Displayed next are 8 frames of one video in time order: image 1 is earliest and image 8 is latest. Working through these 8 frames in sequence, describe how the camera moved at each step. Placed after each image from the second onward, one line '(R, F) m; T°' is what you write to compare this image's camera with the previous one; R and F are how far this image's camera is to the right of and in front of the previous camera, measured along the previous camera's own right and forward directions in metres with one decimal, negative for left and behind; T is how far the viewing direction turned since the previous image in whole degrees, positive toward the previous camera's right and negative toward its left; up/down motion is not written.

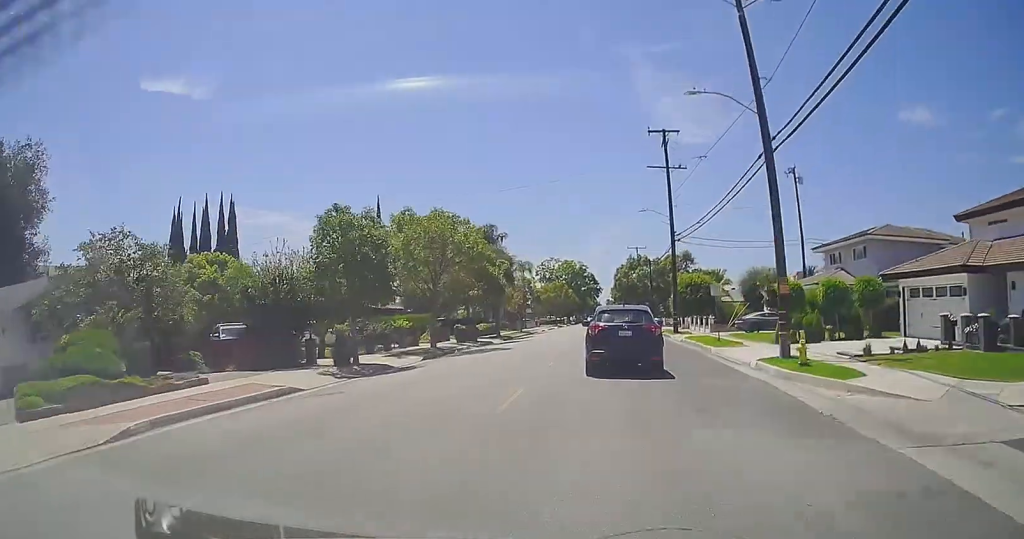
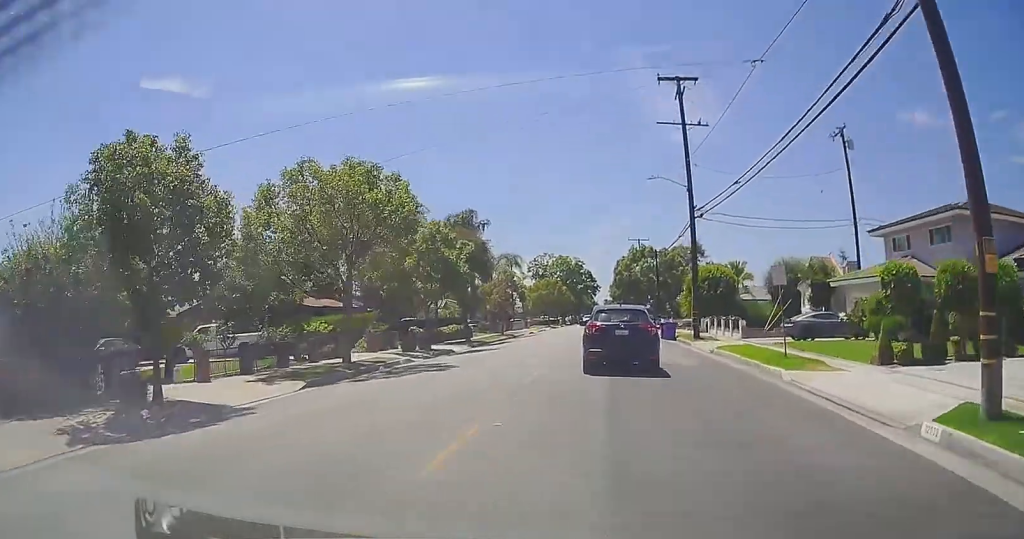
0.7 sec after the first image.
(+0.2, +11.5) m; -1°
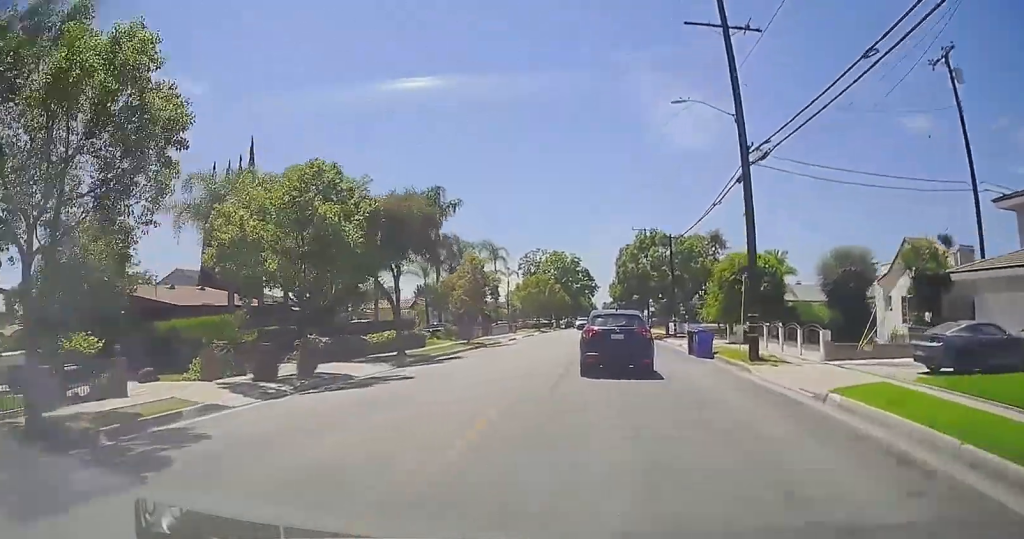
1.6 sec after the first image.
(-0.4, +13.9) m; 0°
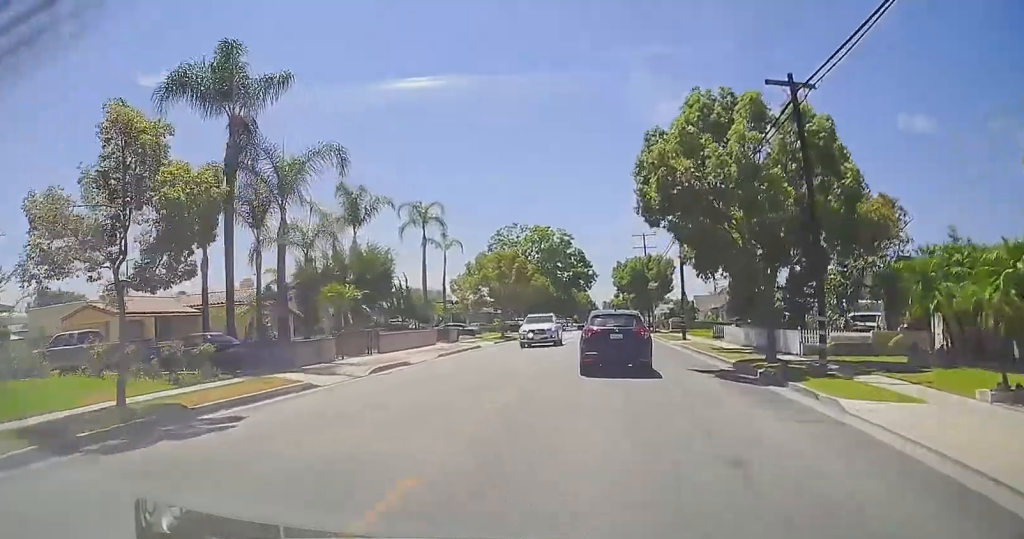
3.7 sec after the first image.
(+0.6, +32.6) m; +1°
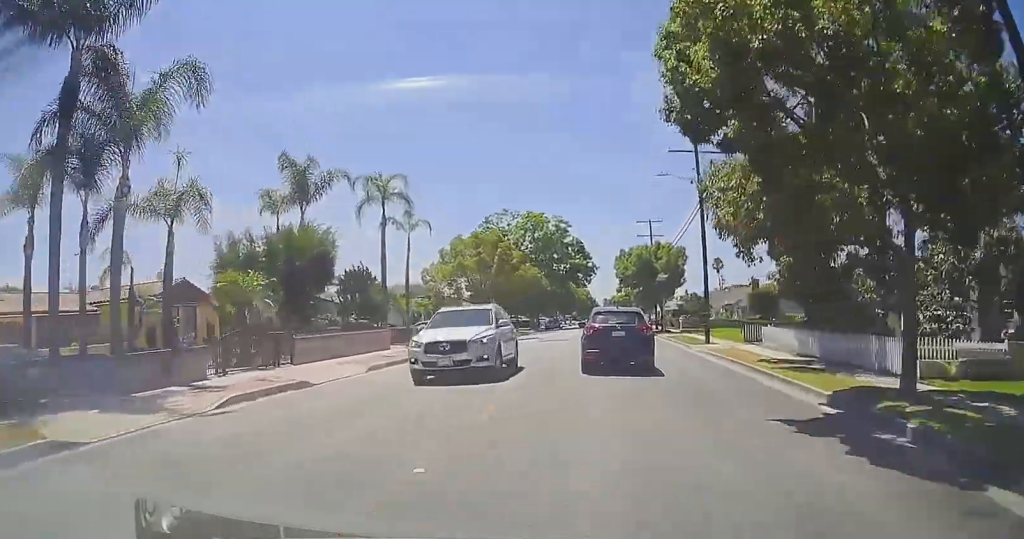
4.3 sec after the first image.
(0.0, +9.7) m; 0°
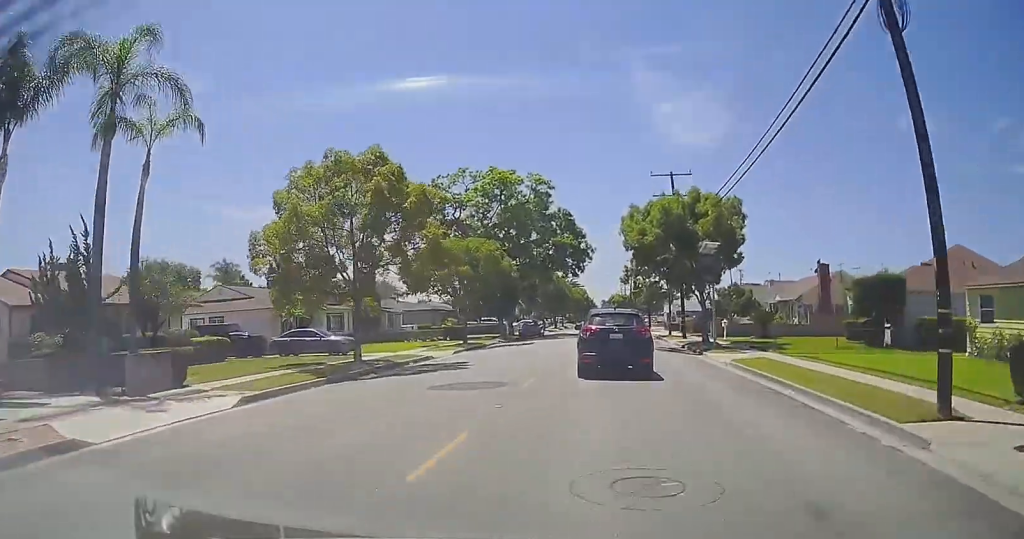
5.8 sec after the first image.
(0.0, +24.5) m; -2°
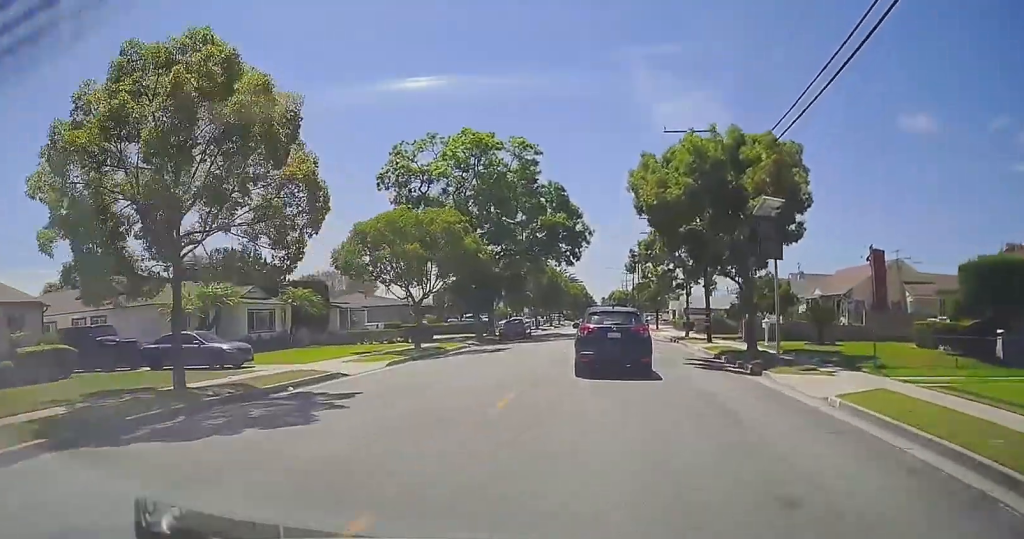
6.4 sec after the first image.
(-0.4, +10.3) m; 0°
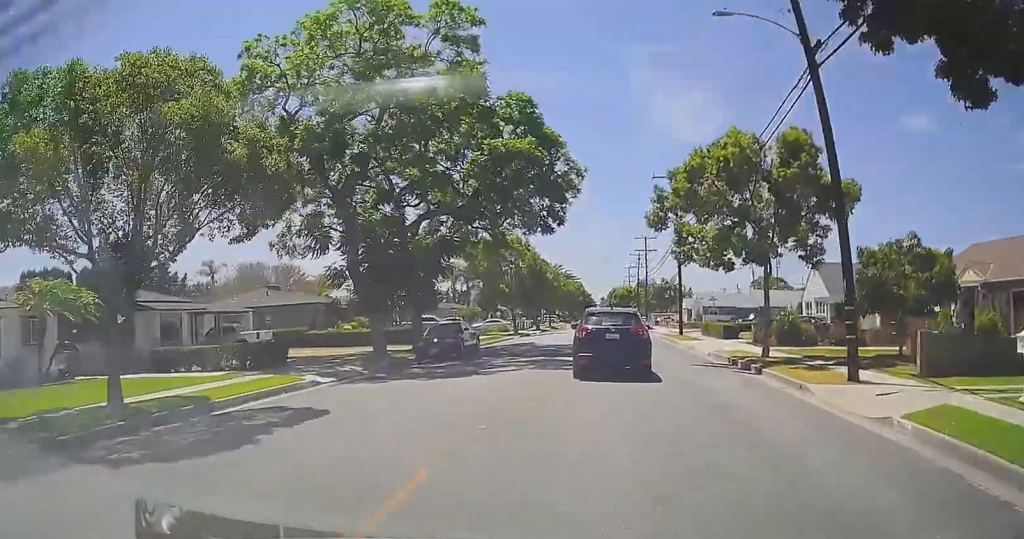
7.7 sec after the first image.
(+0.1, +20.6) m; +2°
